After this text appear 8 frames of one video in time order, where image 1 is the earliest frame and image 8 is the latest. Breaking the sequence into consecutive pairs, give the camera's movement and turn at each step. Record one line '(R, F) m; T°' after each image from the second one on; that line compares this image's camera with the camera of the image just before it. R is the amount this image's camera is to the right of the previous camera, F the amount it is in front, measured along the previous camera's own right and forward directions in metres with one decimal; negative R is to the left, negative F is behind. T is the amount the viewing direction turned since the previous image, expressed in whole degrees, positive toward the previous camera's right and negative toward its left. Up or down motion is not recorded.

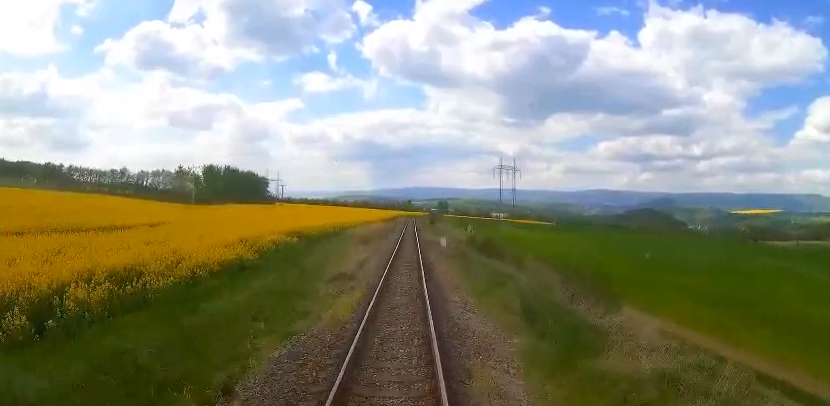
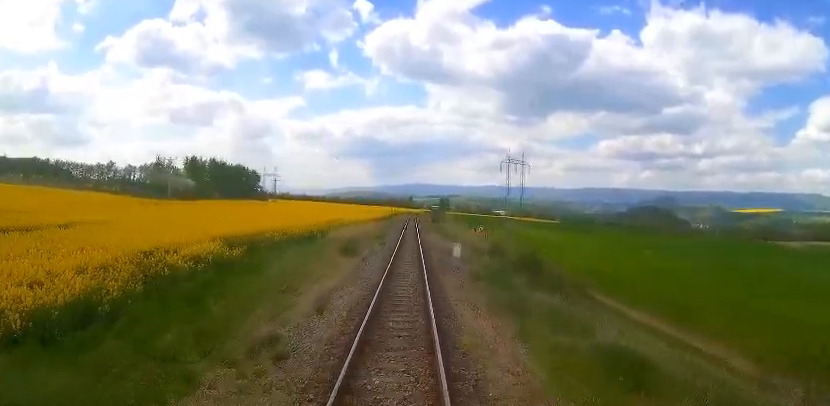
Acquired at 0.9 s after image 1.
(-0.2, +10.9) m; -1°
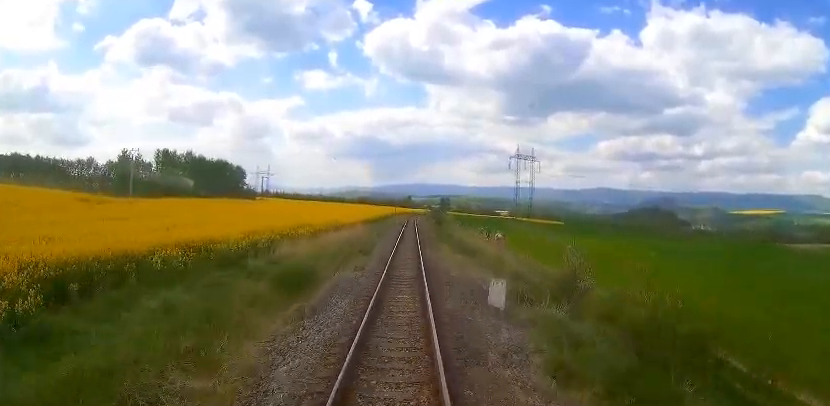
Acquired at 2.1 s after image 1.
(-0.1, +13.4) m; +1°
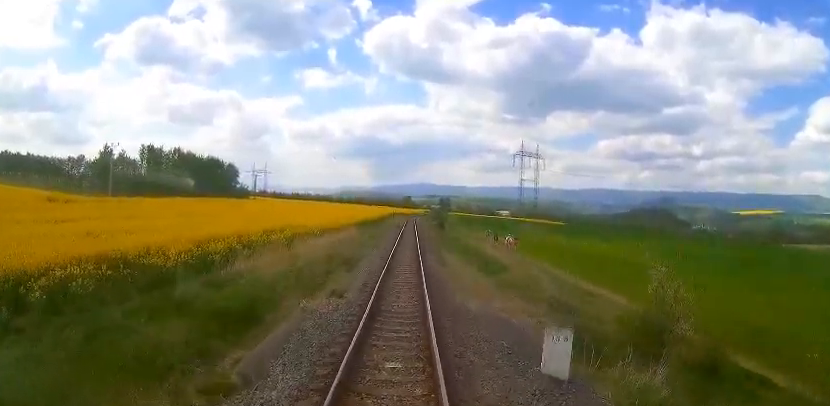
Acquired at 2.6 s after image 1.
(-0.1, +6.0) m; +1°
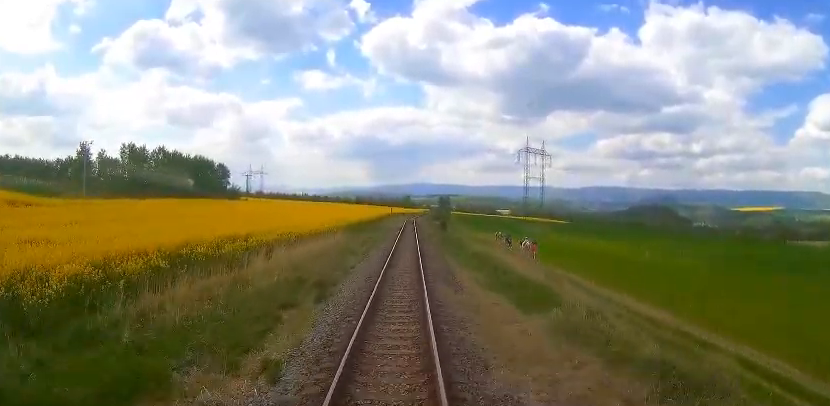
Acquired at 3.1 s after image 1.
(+0.2, +6.9) m; 0°
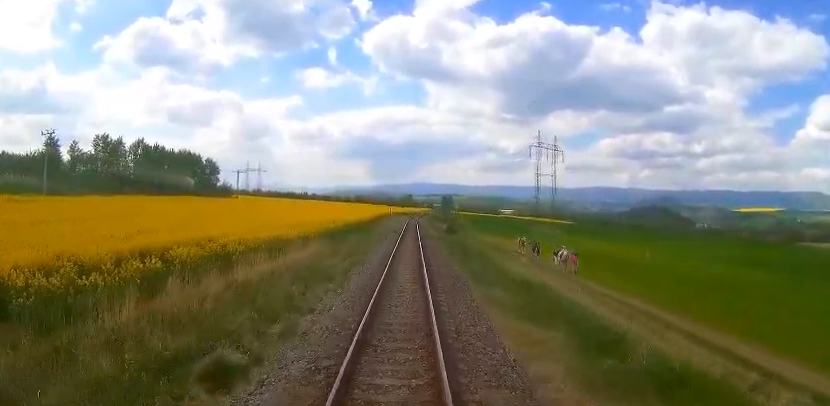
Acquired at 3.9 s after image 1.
(+0.1, +9.3) m; -1°
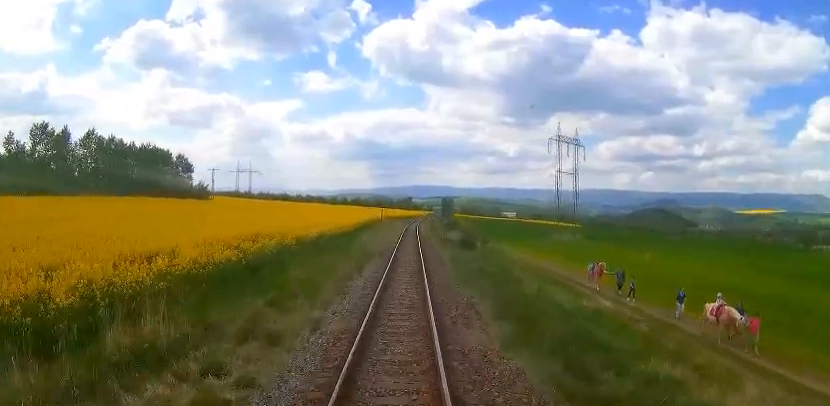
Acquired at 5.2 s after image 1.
(-0.4, +16.2) m; -2°
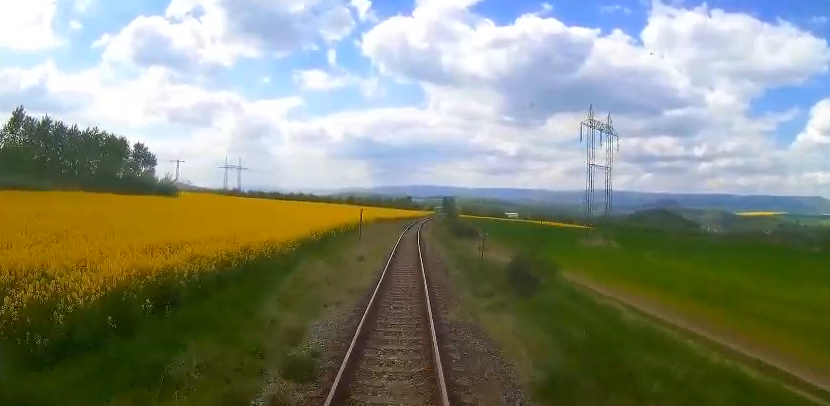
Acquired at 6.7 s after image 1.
(0.0, +18.3) m; +2°
